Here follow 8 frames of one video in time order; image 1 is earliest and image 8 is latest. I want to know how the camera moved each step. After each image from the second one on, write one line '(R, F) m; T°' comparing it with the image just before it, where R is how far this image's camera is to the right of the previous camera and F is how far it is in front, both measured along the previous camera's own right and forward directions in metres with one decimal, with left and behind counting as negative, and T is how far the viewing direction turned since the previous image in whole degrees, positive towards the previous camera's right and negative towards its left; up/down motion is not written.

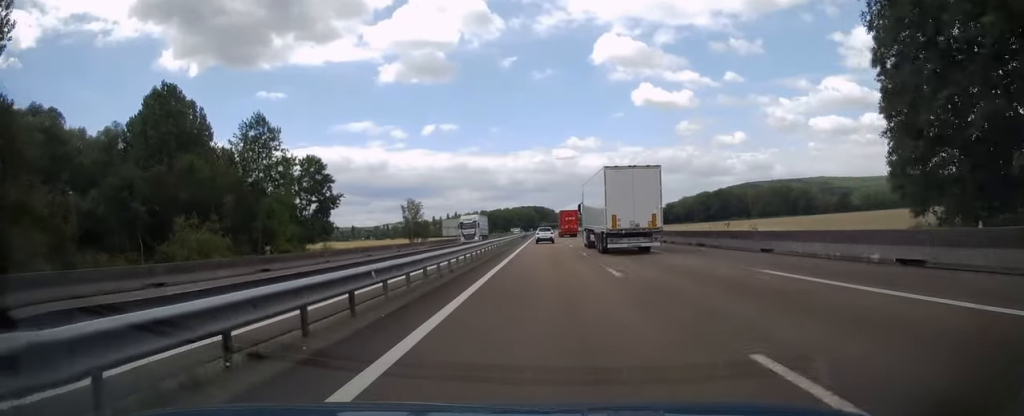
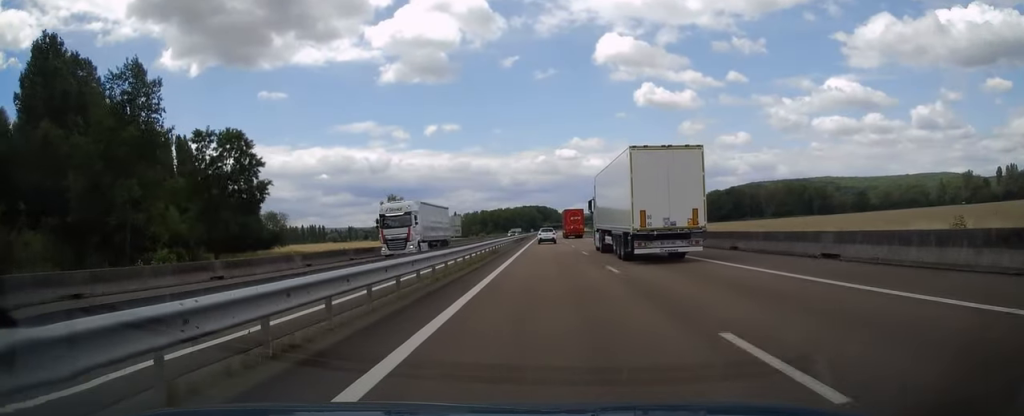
(-0.1, +25.3) m; 0°
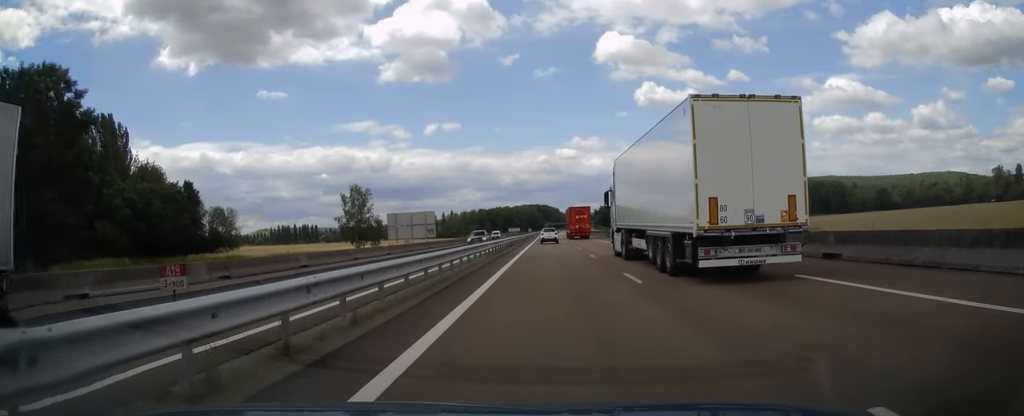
(-0.1, +29.9) m; 0°
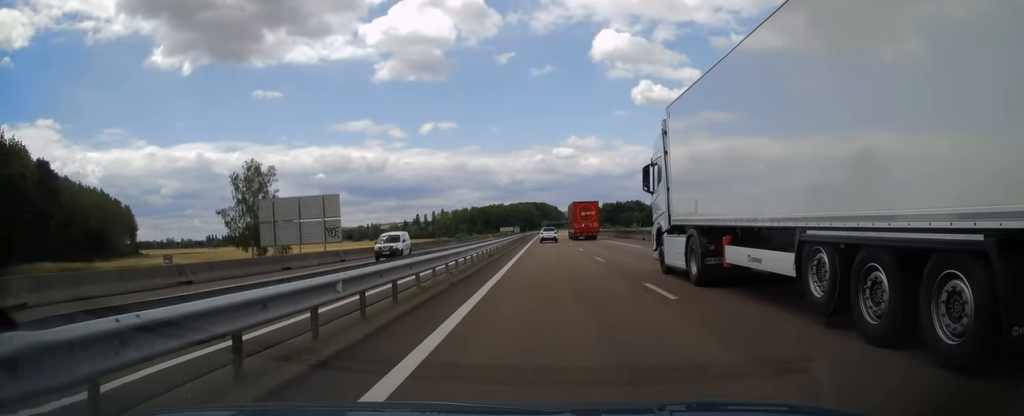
(-0.1, +43.4) m; 0°
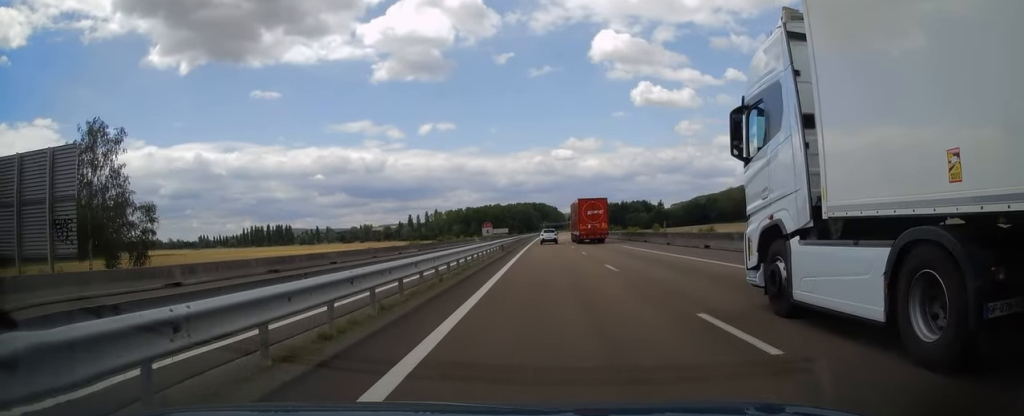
(0.0, +31.6) m; 0°
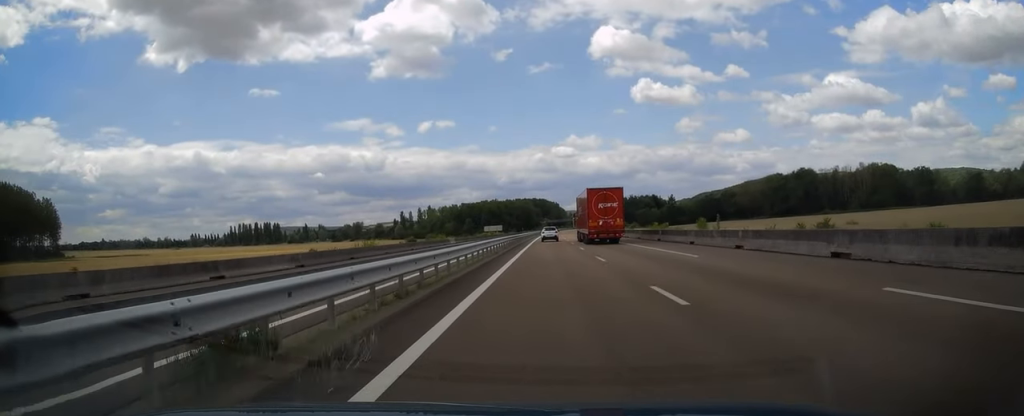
(+0.1, +36.1) m; 0°
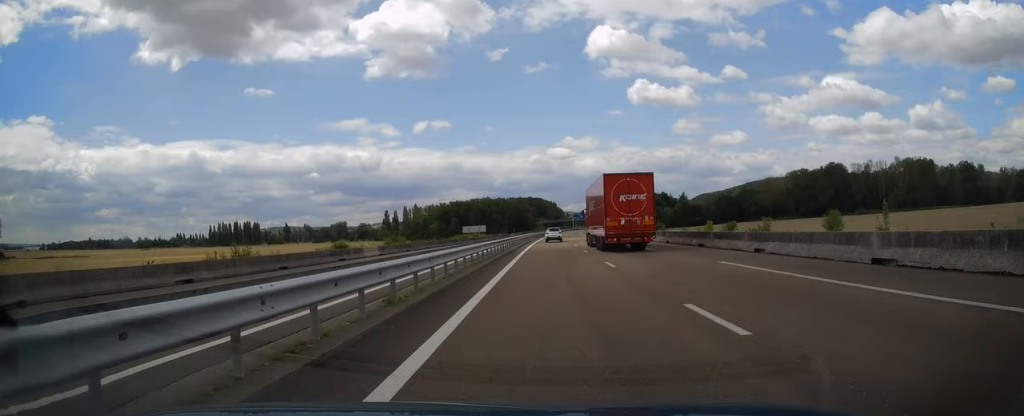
(-0.1, +42.9) m; 0°
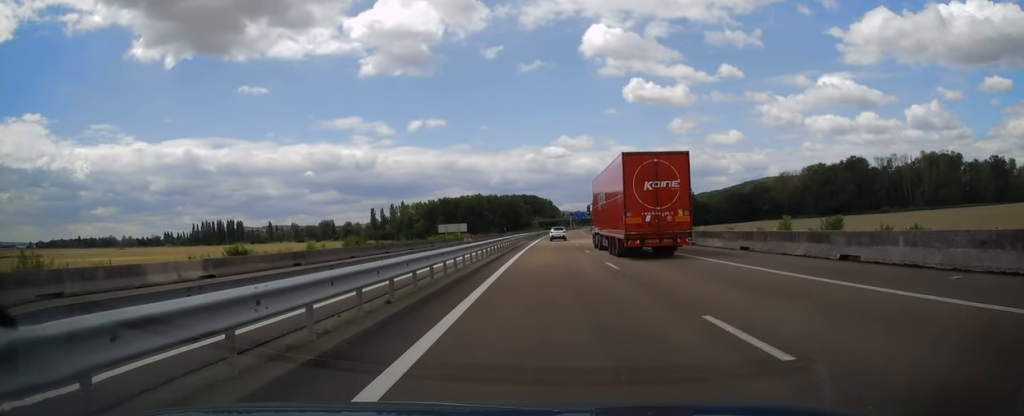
(+0.1, +28.2) m; 0°
